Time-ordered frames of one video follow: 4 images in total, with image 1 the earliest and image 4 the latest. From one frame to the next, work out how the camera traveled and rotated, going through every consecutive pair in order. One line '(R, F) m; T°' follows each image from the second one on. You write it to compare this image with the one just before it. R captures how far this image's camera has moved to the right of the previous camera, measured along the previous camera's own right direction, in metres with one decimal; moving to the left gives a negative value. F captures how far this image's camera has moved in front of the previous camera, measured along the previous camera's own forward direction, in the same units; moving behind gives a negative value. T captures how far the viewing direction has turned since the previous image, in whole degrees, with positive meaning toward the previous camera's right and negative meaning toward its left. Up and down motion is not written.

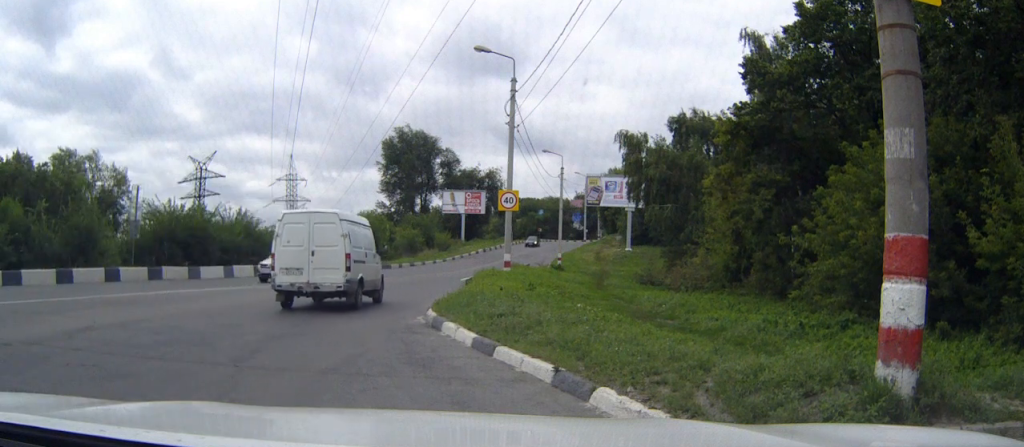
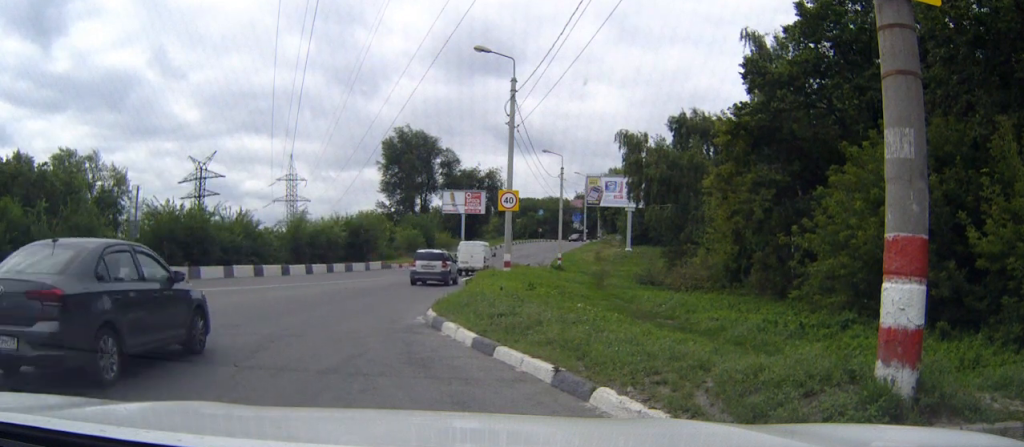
(0.0, 0.0) m; 0°
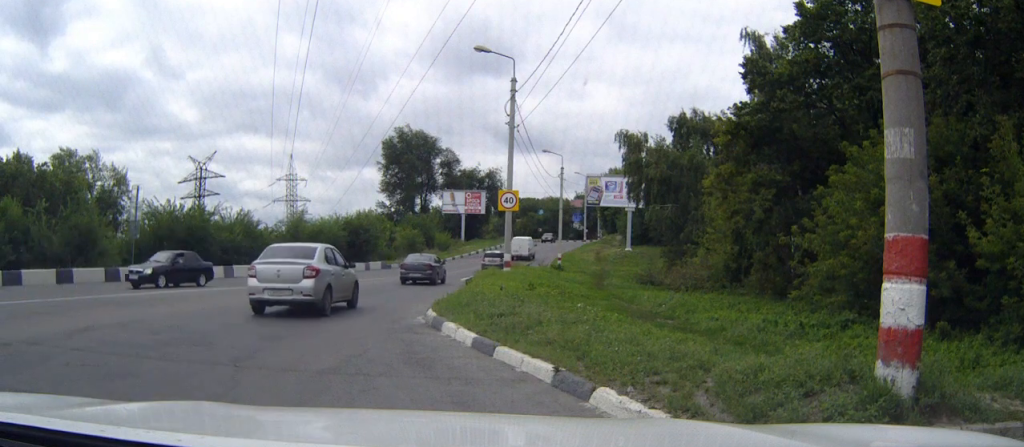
(0.0, 0.0) m; 0°
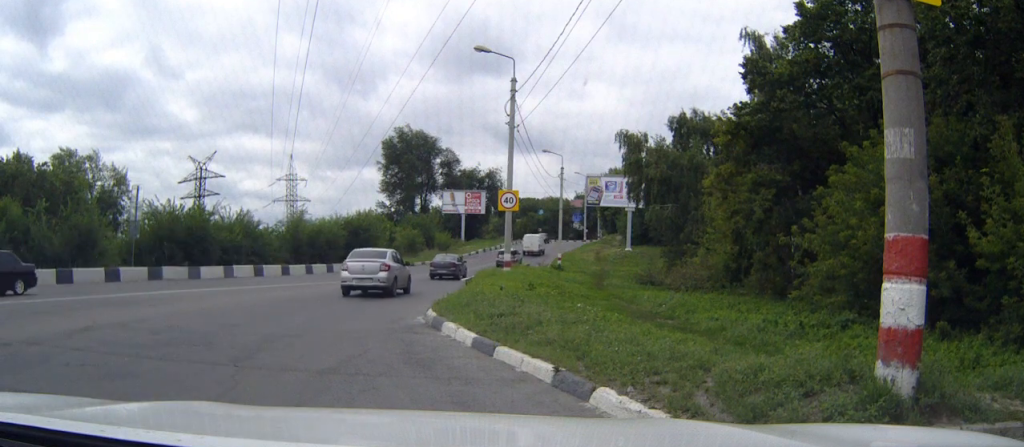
(0.0, 0.0) m; 0°
